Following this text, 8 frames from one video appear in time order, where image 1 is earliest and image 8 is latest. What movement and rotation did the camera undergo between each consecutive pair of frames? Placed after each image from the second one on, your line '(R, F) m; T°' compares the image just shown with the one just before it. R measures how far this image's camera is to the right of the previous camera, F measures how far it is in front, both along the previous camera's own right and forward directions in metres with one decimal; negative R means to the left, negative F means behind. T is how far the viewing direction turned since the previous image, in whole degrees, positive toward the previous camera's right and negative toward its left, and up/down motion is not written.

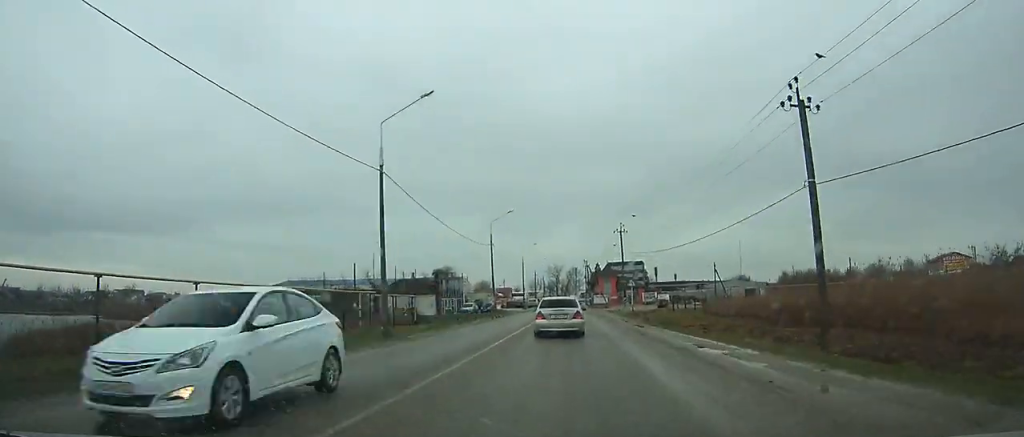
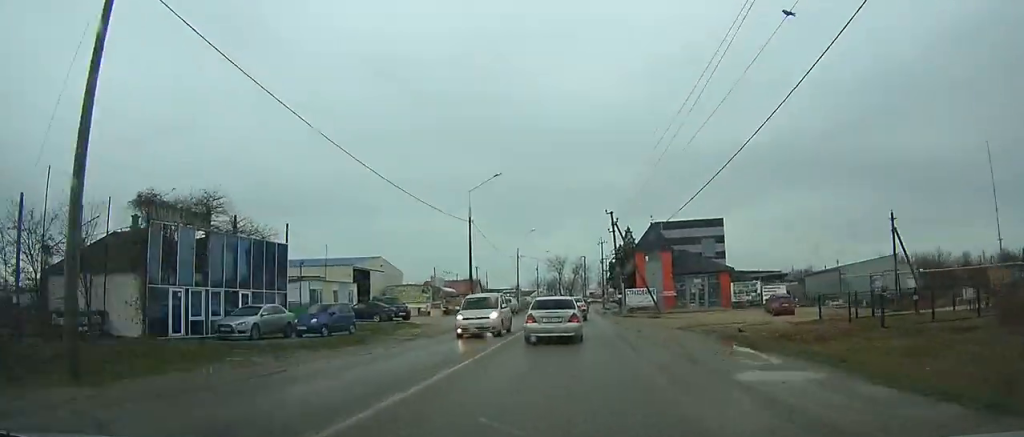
(-0.1, +53.9) m; 0°
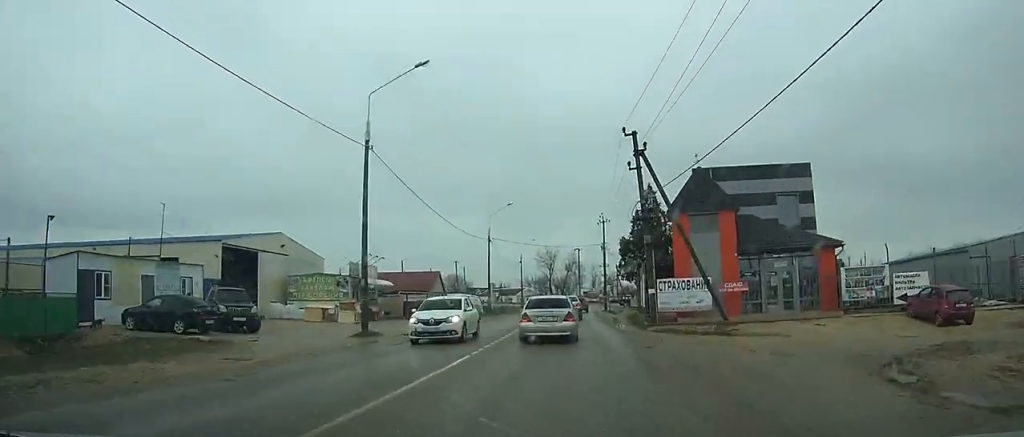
(0.0, +21.1) m; 0°
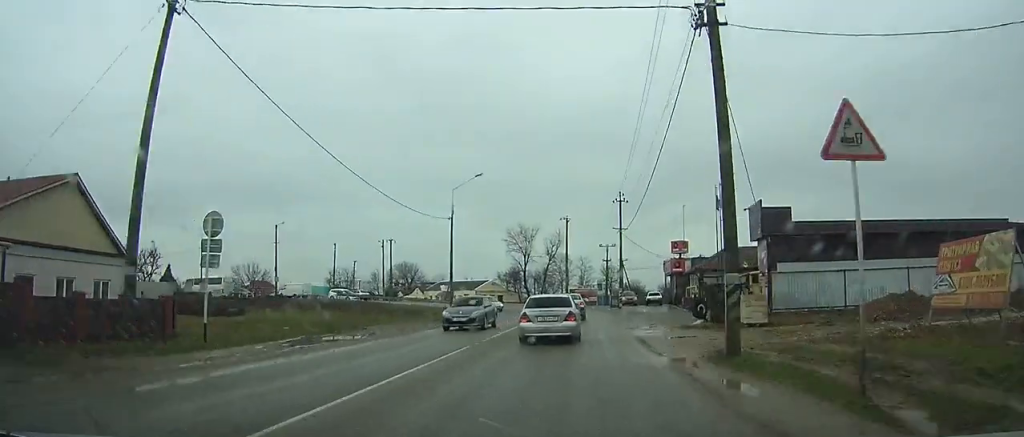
(+0.7, +48.2) m; +1°
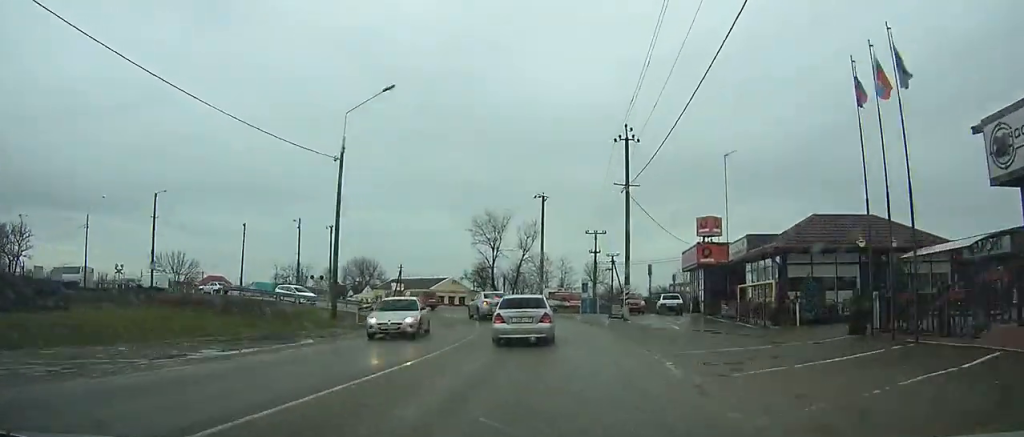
(0.0, +18.4) m; -5°
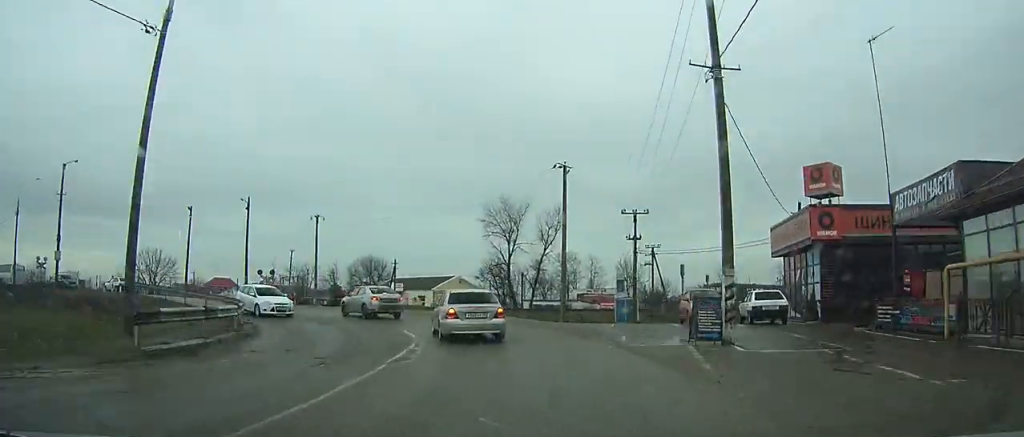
(+0.5, +13.8) m; -6°
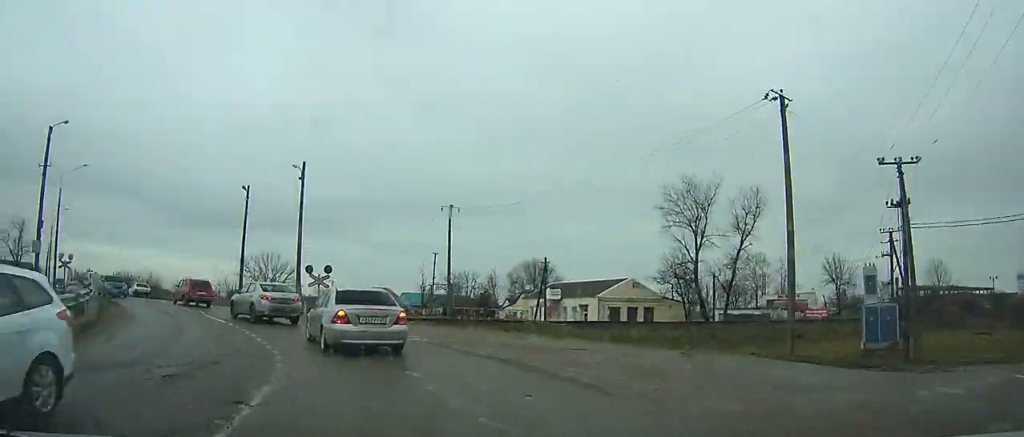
(-2.1, +14.5) m; -16°
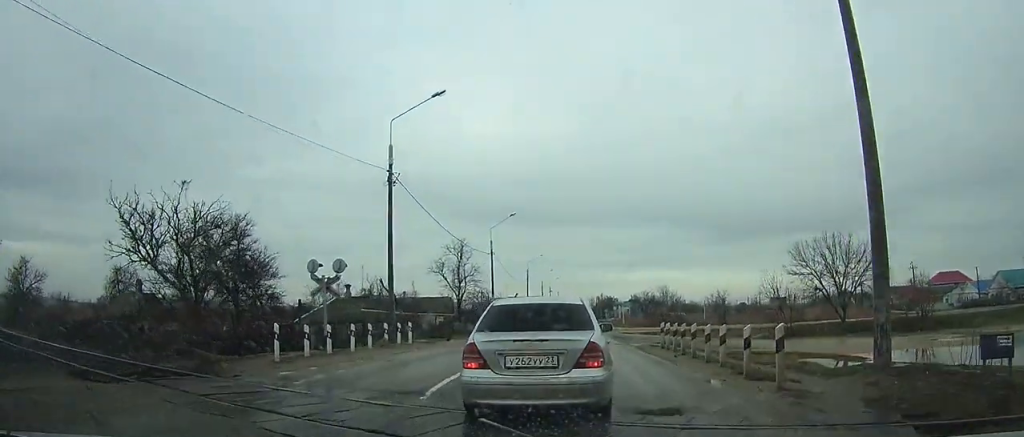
(-14.8, +29.6) m; -43°
